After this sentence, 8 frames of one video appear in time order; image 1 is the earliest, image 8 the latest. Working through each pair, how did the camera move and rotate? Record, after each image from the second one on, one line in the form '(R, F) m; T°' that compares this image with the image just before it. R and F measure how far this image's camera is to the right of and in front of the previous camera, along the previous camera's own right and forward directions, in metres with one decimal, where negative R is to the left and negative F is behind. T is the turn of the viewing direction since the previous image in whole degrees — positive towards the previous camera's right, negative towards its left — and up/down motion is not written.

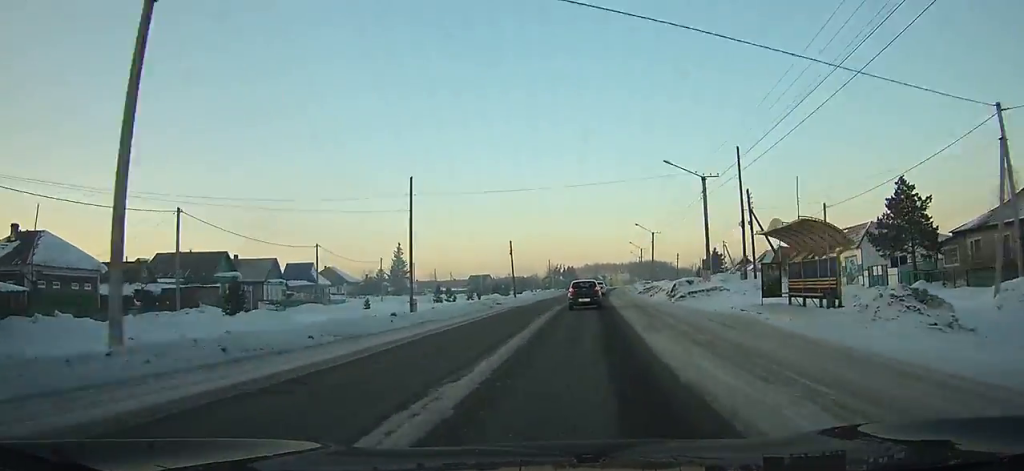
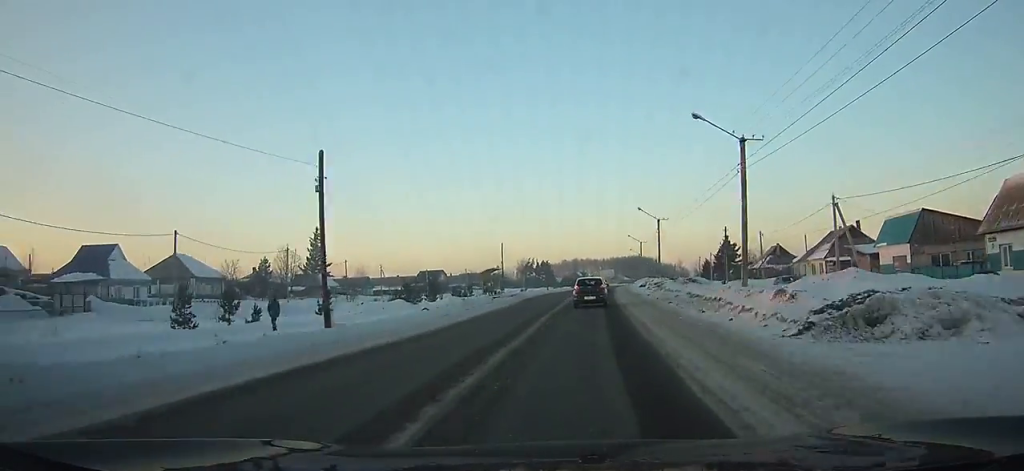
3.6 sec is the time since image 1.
(+1.0, +44.8) m; +2°
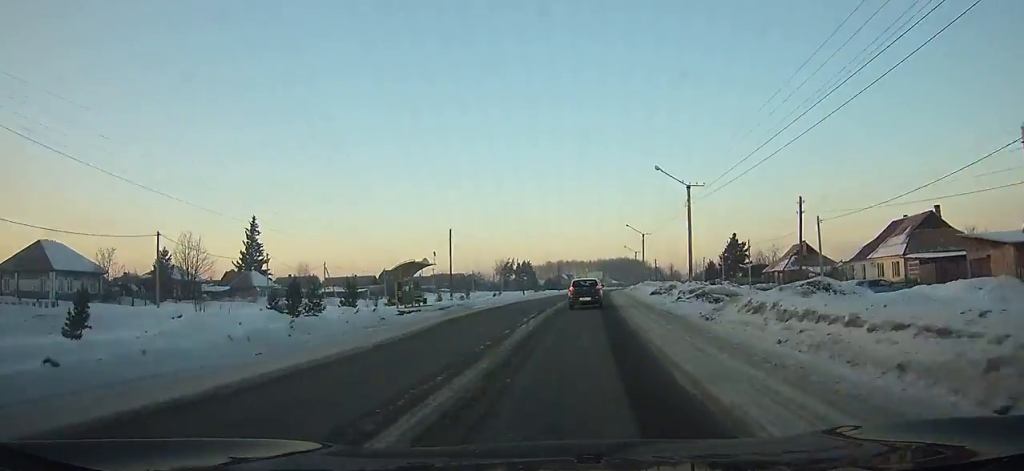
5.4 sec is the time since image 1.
(0.0, +22.5) m; +1°
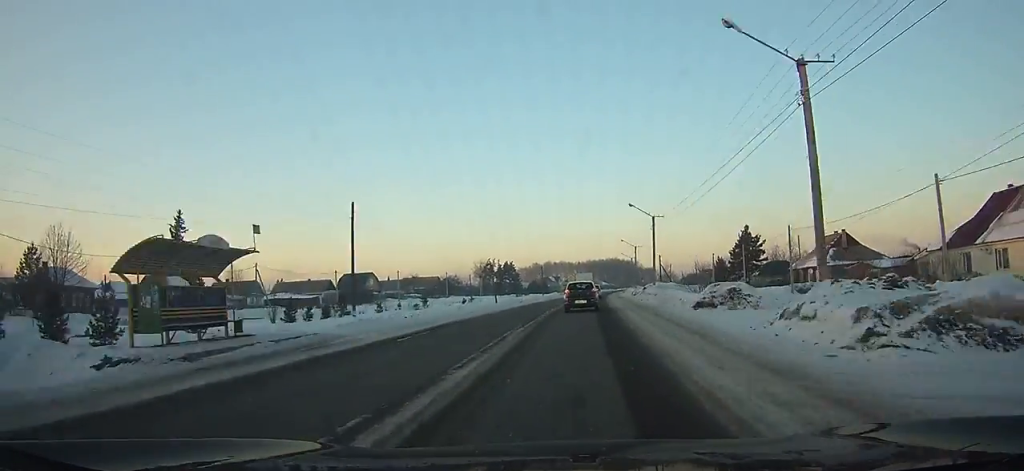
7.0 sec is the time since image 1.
(+0.3, +20.3) m; +1°
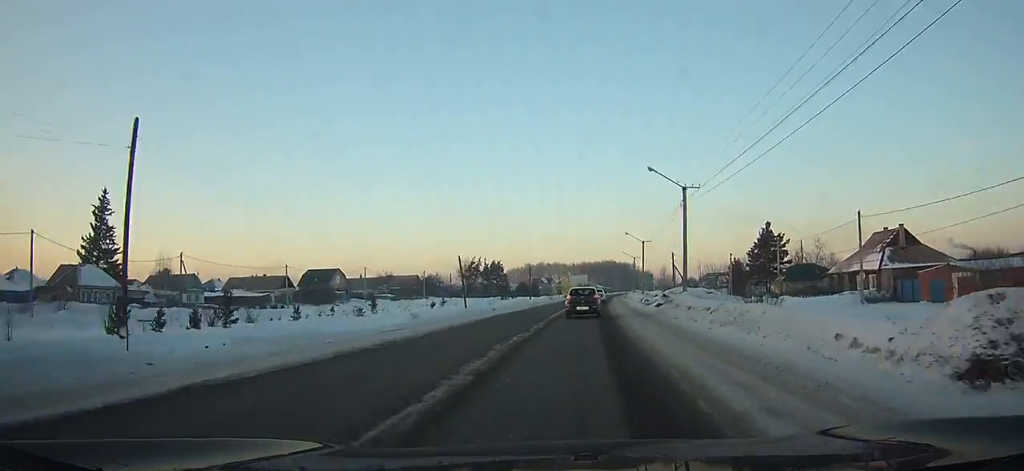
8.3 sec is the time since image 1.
(0.0, +16.5) m; +1°
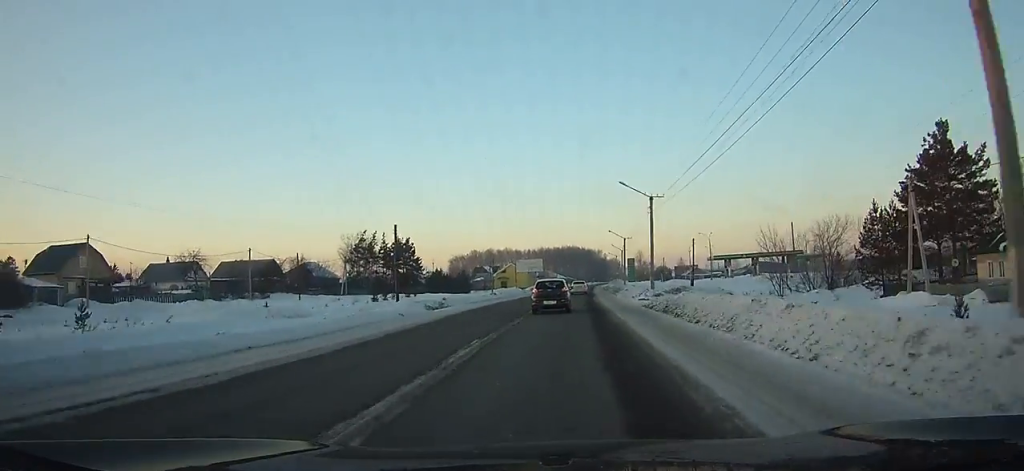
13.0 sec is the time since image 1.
(+1.9, +60.5) m; +3°
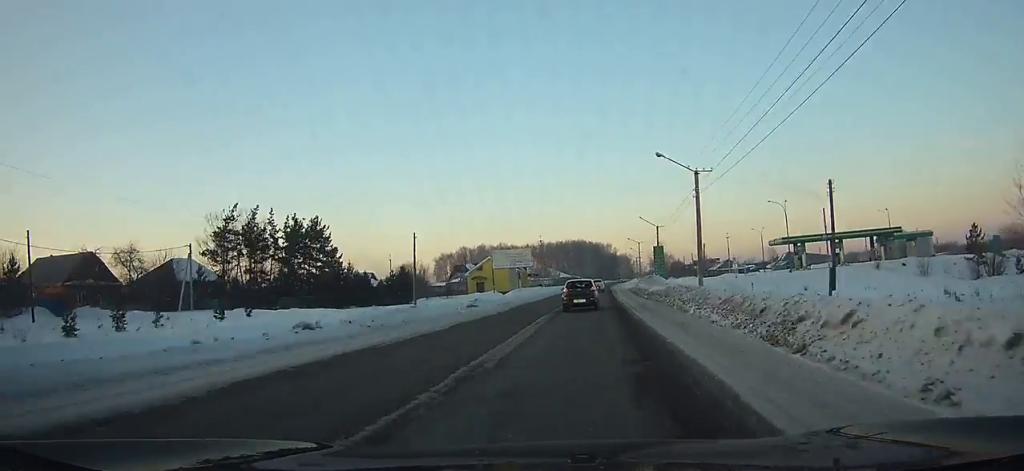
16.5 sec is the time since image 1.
(+0.5, +45.7) m; +1°
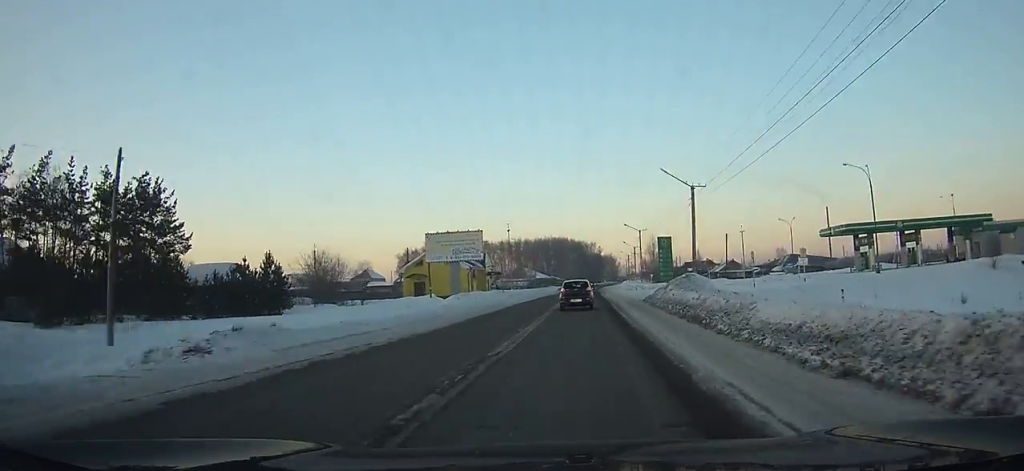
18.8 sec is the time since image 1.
(0.0, +30.5) m; 0°
